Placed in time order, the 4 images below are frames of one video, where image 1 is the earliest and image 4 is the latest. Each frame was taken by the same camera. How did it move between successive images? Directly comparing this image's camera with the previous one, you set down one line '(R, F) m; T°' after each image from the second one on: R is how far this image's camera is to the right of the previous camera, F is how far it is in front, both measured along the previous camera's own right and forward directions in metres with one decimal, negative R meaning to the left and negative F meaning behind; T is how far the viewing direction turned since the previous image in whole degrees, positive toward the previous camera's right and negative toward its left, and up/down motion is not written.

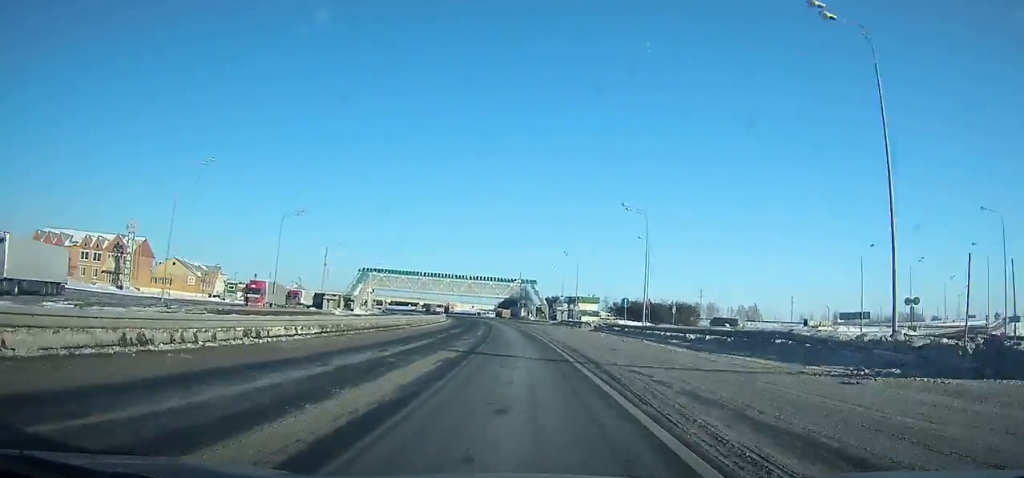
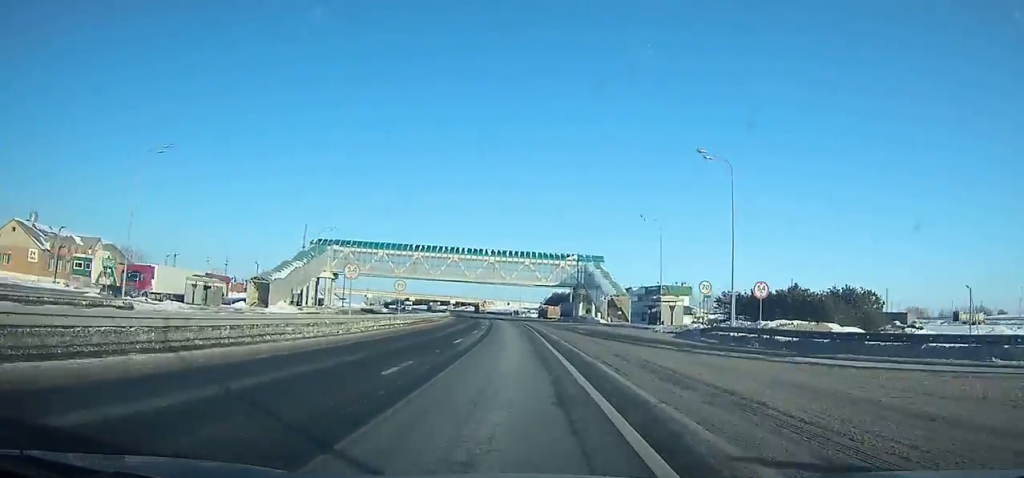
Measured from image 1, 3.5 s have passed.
(-2.2, +60.9) m; -4°
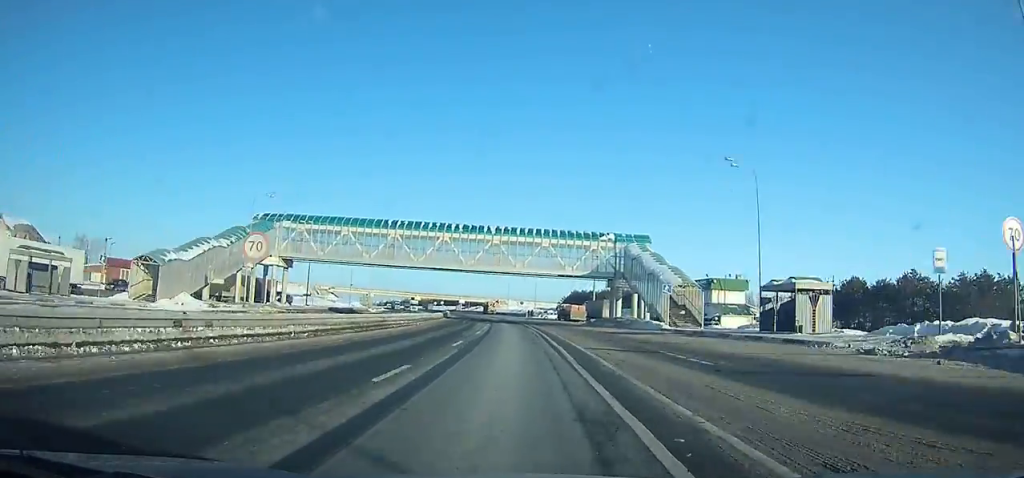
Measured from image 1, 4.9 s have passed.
(-0.1, +24.4) m; -2°
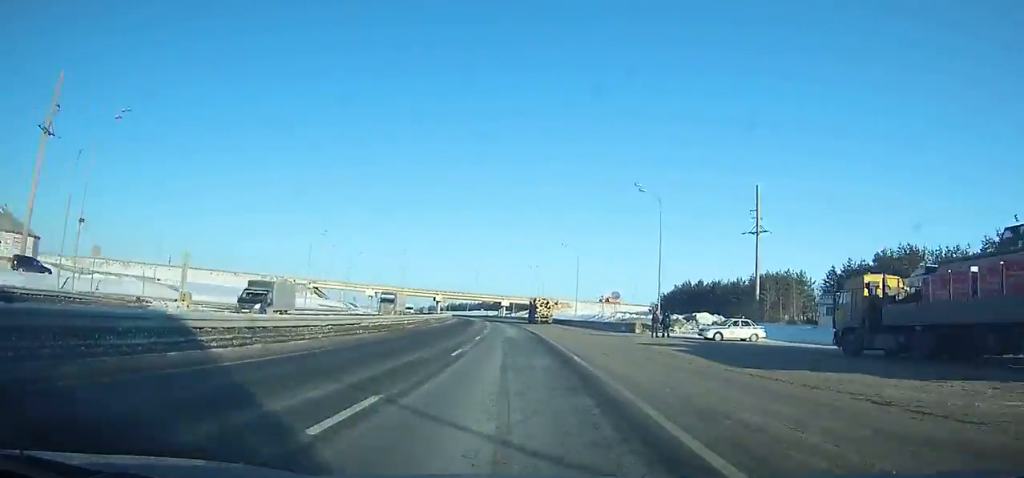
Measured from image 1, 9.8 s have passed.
(-5.0, +86.5) m; -6°
